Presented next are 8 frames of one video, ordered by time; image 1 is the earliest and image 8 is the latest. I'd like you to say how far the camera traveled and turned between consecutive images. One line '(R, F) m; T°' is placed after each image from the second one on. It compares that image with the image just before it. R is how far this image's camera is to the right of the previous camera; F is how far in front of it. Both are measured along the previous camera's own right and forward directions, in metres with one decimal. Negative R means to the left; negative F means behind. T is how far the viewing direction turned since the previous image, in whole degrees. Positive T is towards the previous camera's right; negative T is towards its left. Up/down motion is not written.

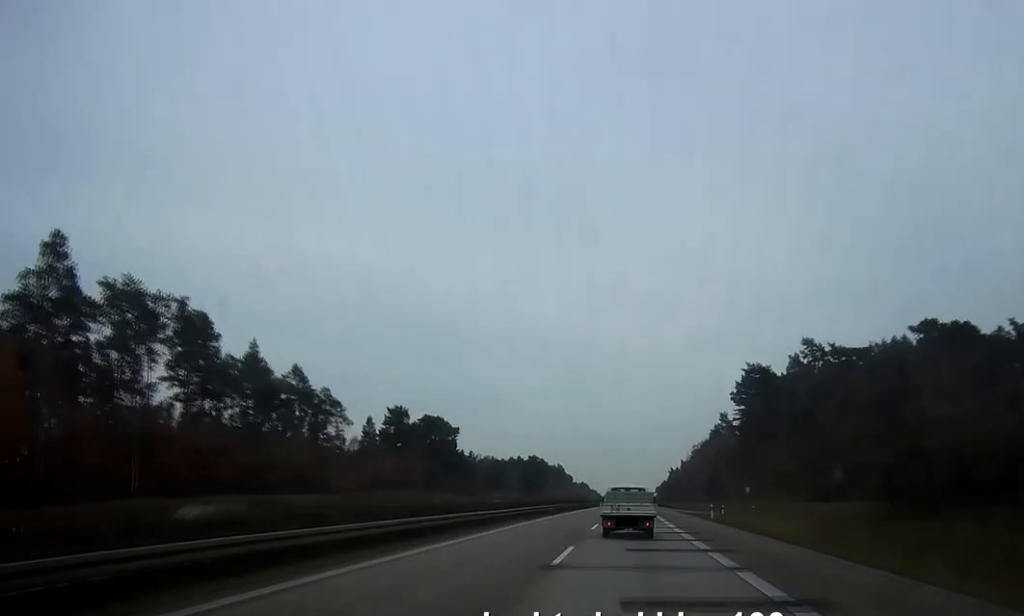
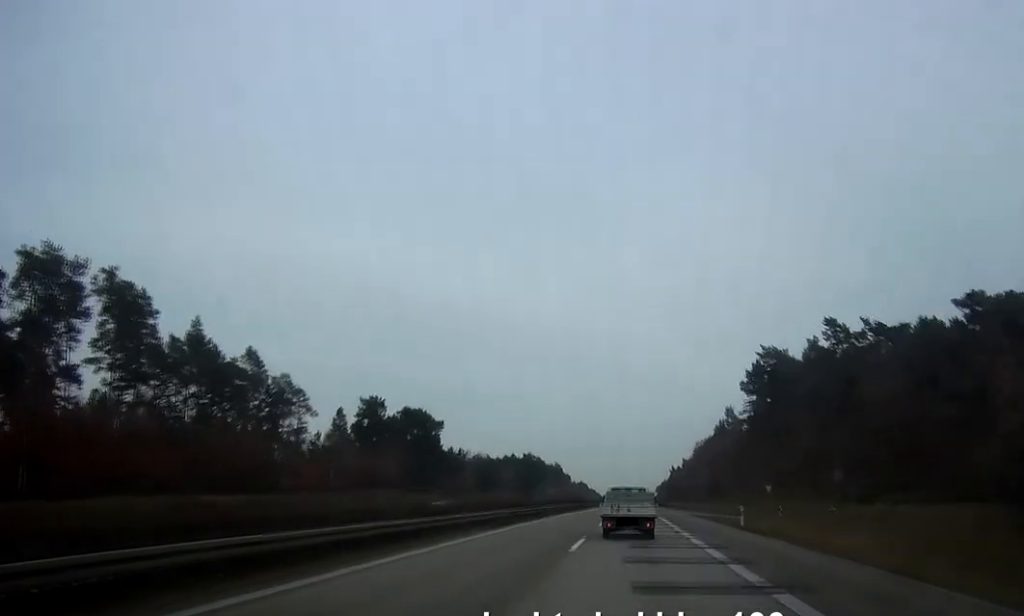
(0.0, +13.1) m; 0°
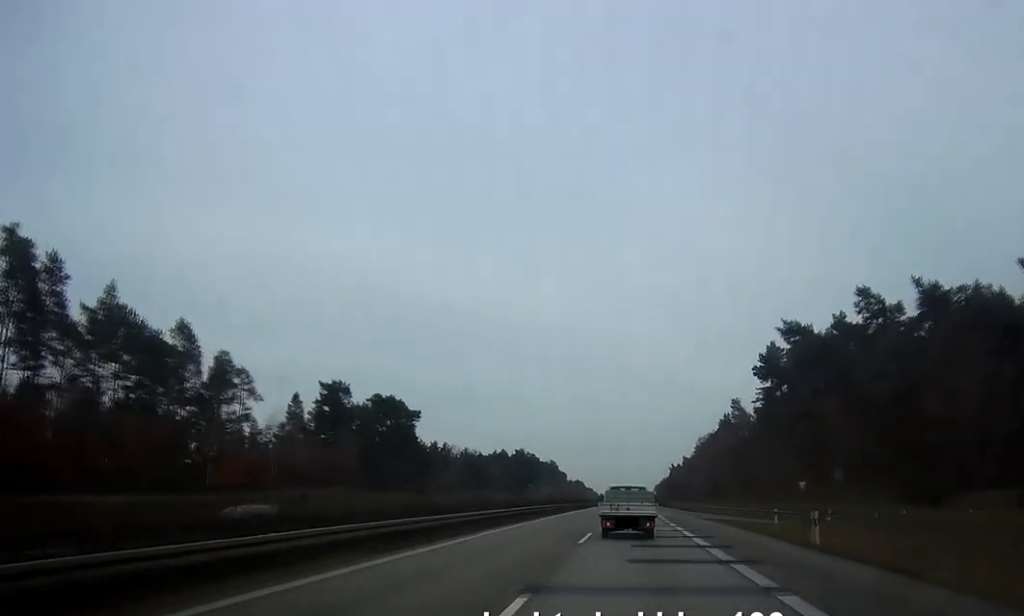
(+0.1, +15.3) m; 0°
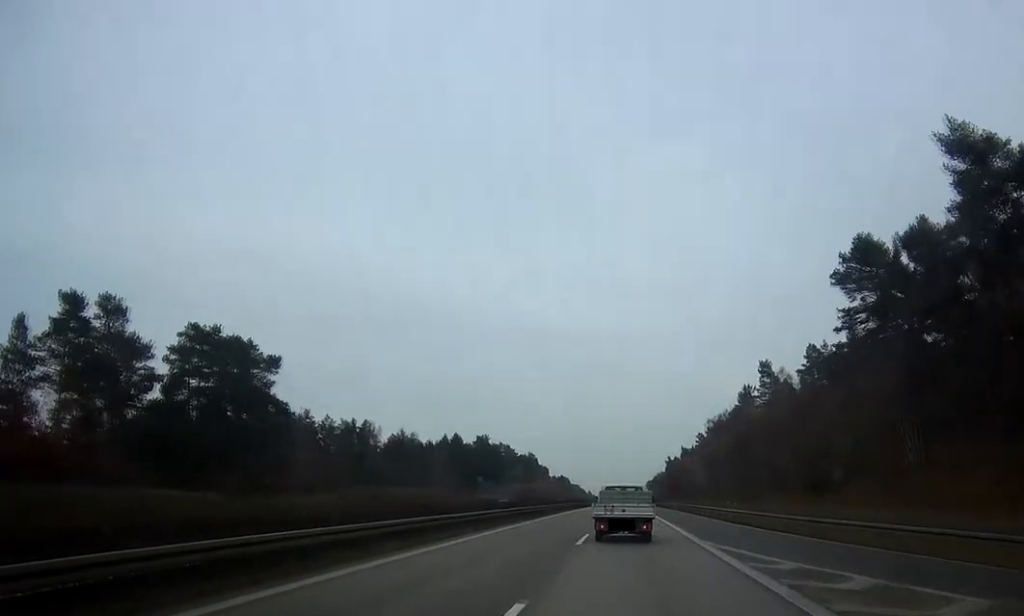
(+0.3, +52.3) m; +1°
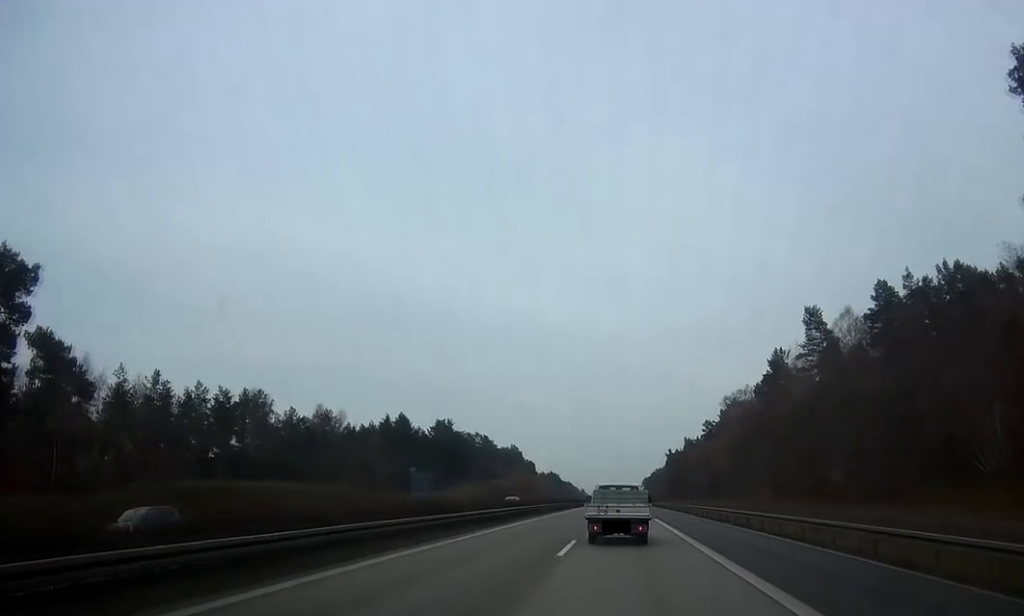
(0.0, +40.3) m; 0°
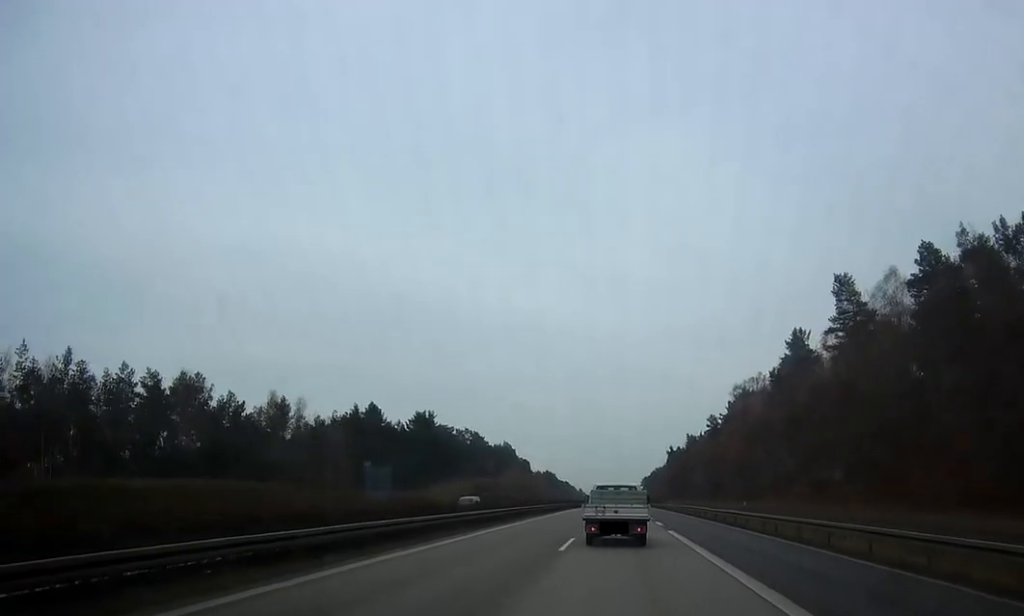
(-0.1, +15.9) m; 0°
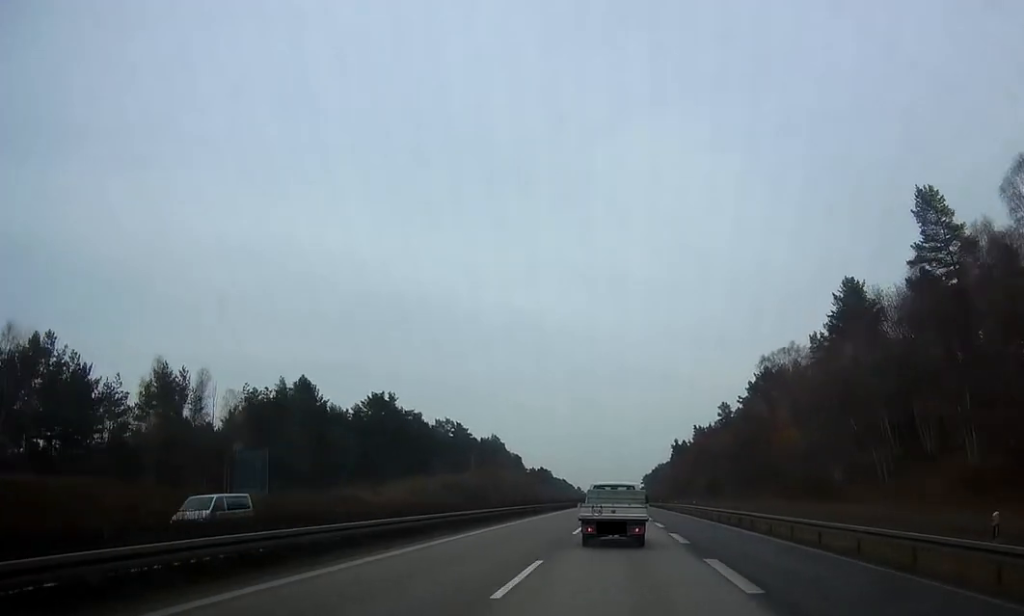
(+0.3, +27.6) m; 0°
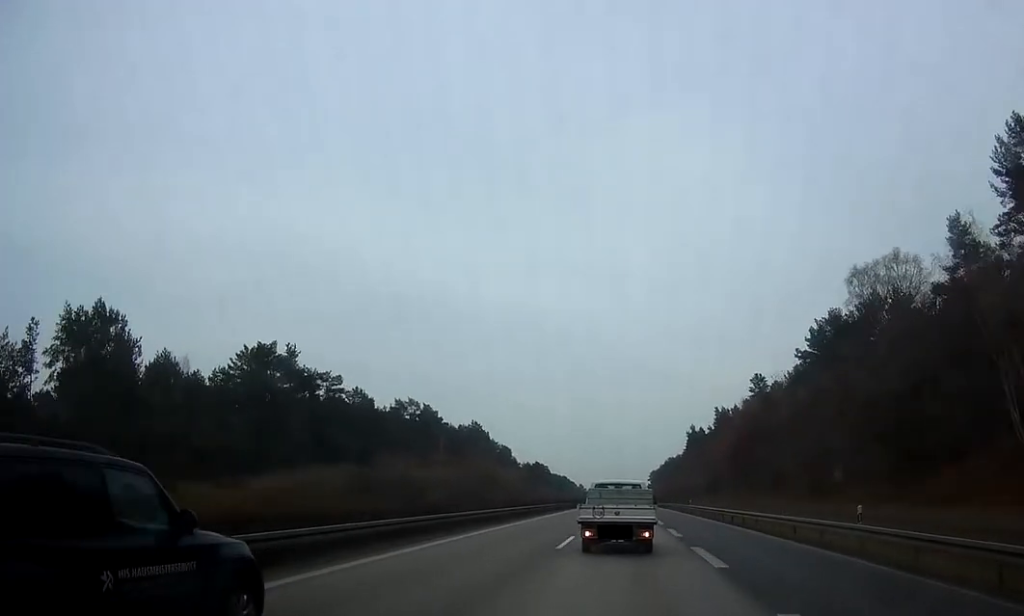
(0.0, +44.2) m; 0°
